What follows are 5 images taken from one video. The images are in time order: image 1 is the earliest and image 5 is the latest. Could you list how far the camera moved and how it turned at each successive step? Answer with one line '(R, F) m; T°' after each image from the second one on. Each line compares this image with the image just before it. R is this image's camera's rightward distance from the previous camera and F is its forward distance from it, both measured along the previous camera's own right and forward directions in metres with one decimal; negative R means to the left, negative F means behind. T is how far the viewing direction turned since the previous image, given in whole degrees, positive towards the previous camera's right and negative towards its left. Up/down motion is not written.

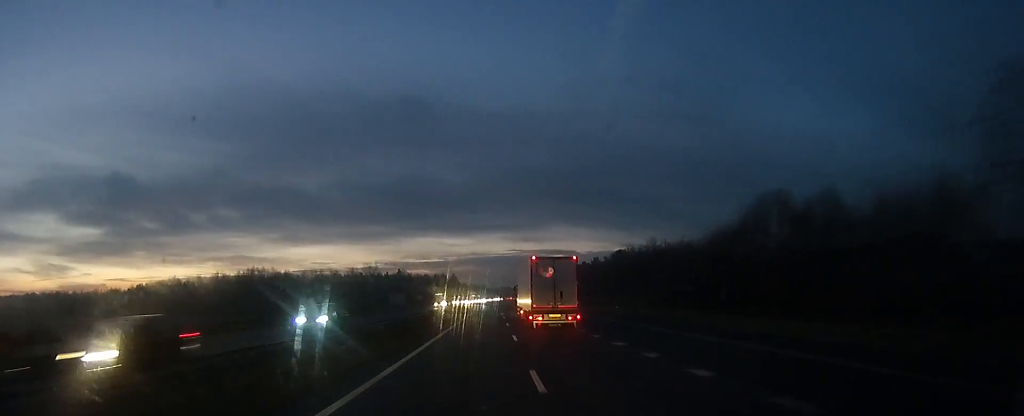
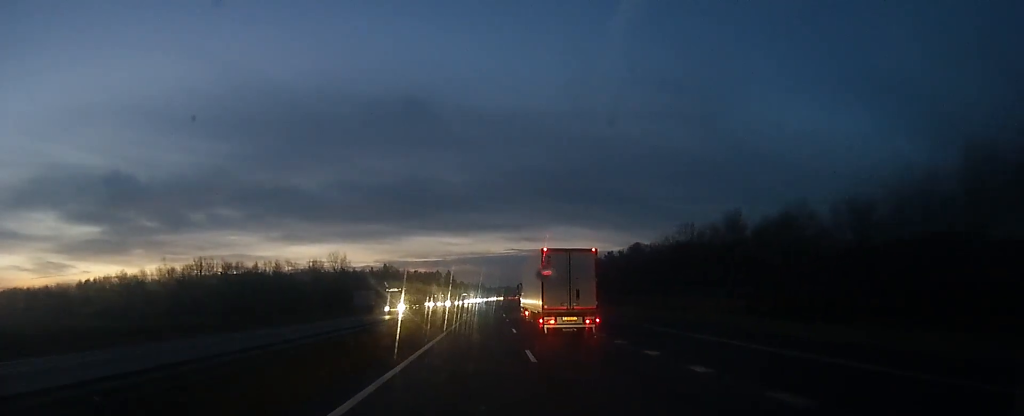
(0.0, +31.1) m; 0°
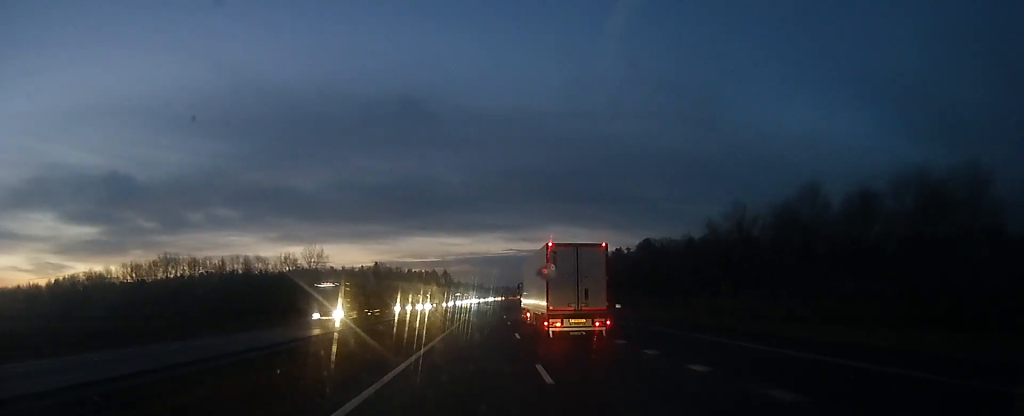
(0.0, +15.6) m; 0°
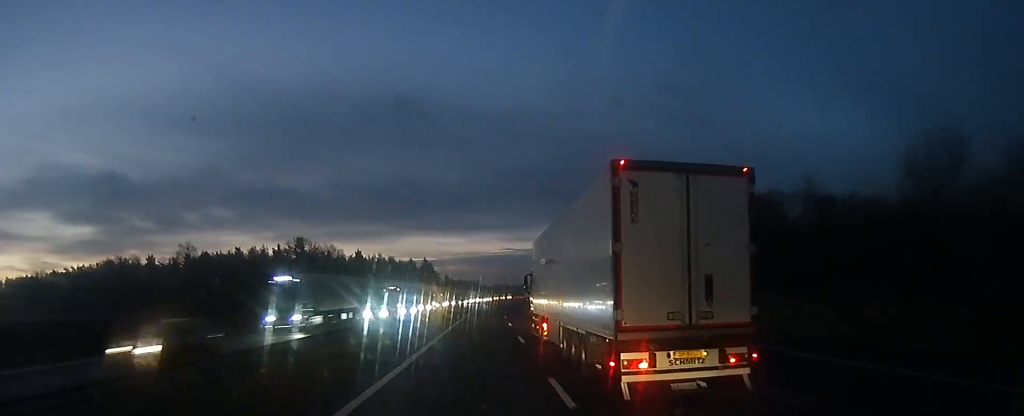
(-0.1, +85.6) m; 0°
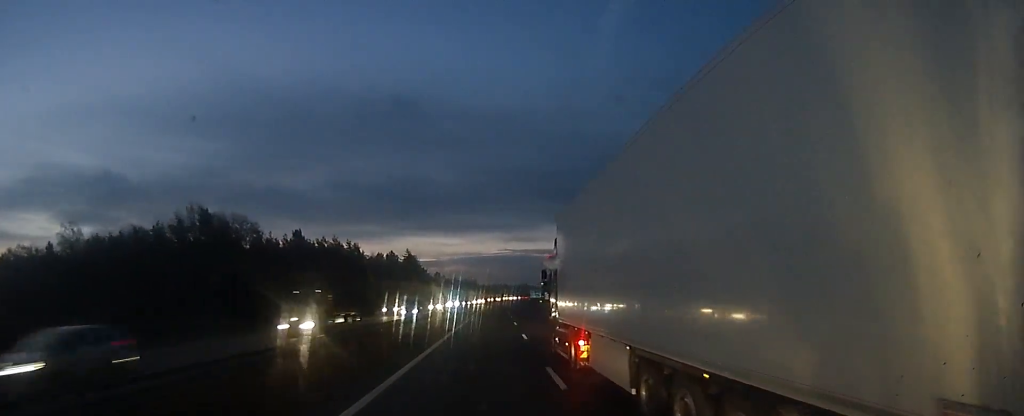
(0.0, +45.8) m; 0°
